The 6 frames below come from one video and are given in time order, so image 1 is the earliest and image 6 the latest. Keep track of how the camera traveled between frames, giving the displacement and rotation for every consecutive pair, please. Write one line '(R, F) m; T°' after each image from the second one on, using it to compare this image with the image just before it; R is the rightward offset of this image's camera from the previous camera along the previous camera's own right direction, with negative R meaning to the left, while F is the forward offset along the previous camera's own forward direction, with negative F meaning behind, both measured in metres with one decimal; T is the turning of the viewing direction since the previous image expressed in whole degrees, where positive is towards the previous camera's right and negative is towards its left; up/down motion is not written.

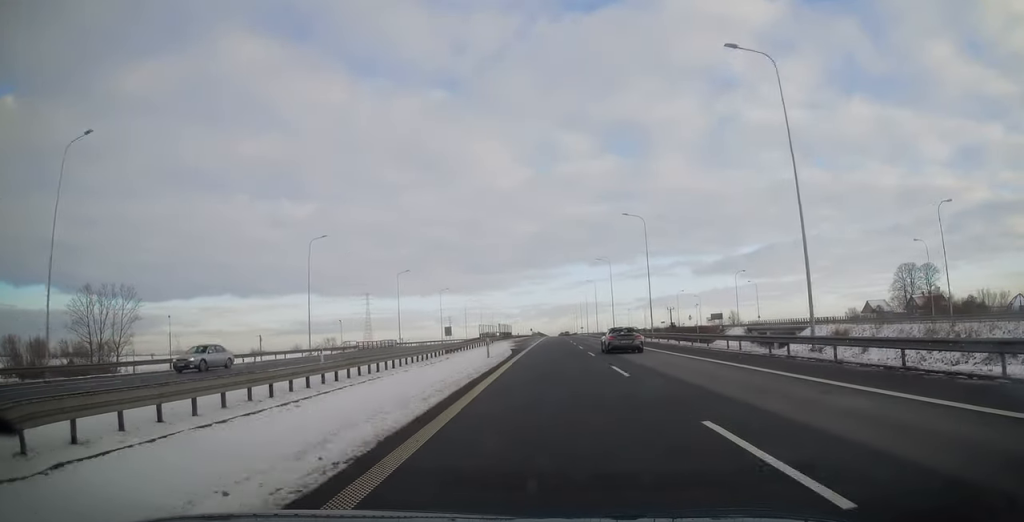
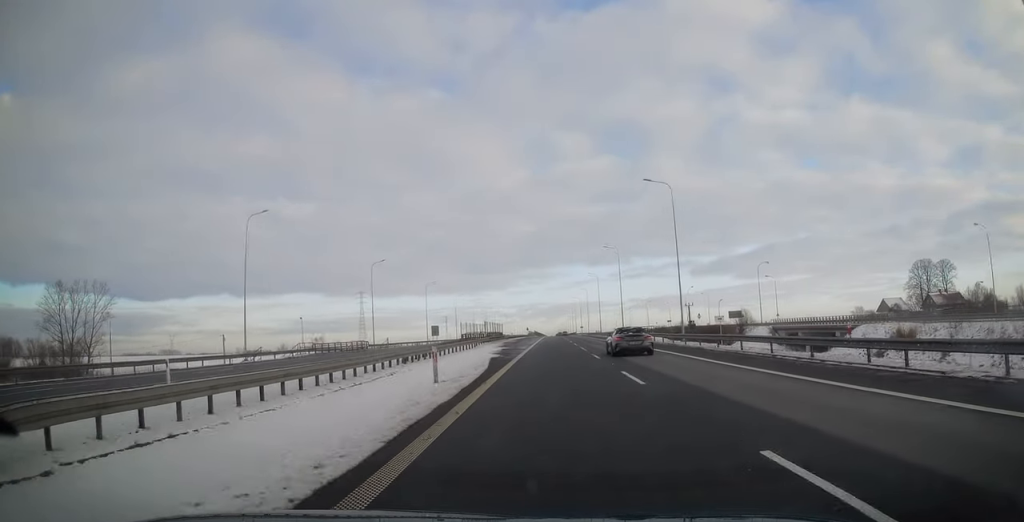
(0.0, +14.0) m; 0°
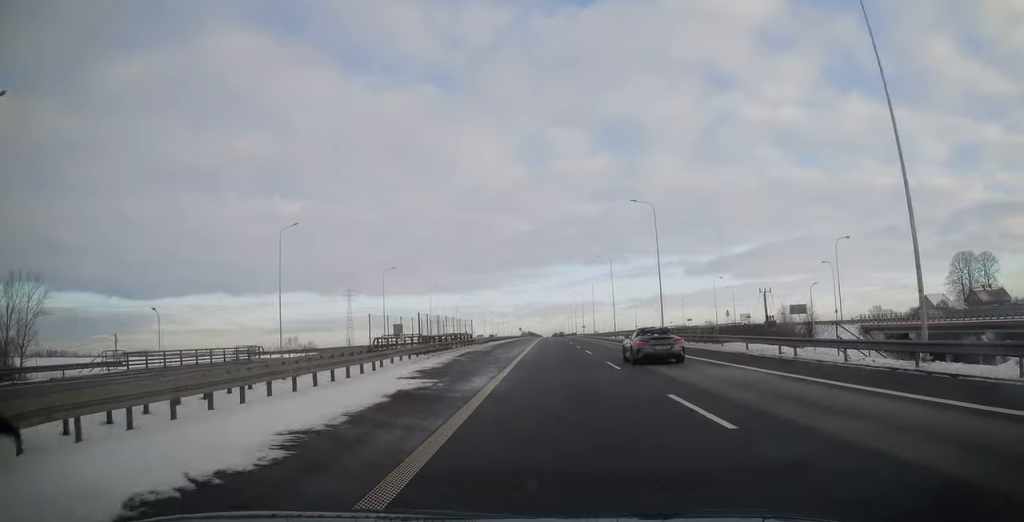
(0.0, +30.2) m; +1°
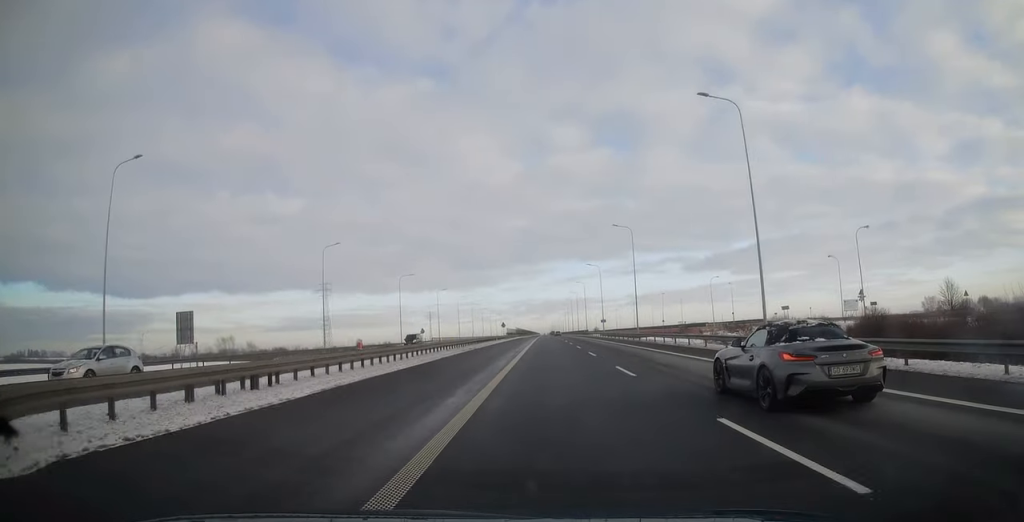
(0.0, +62.7) m; 0°
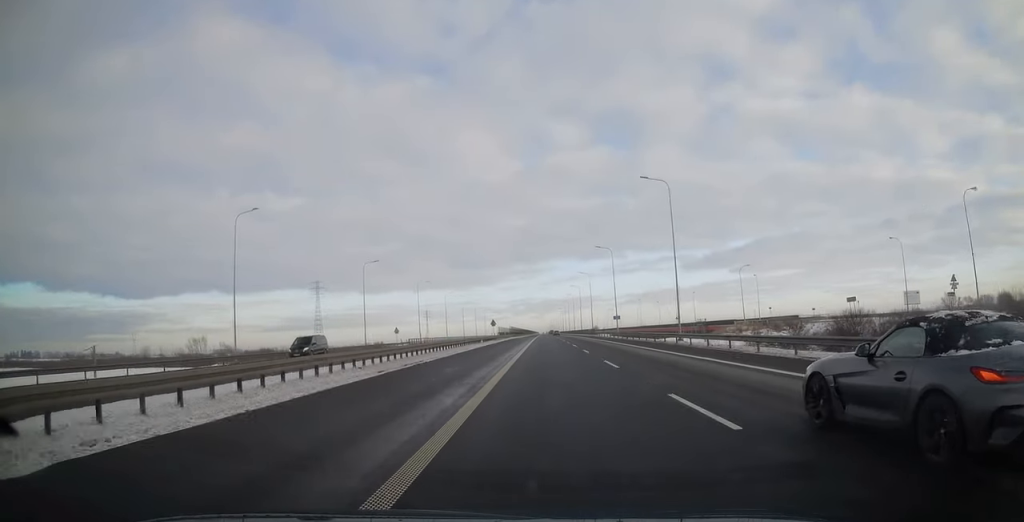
(+0.3, +20.7) m; 0°
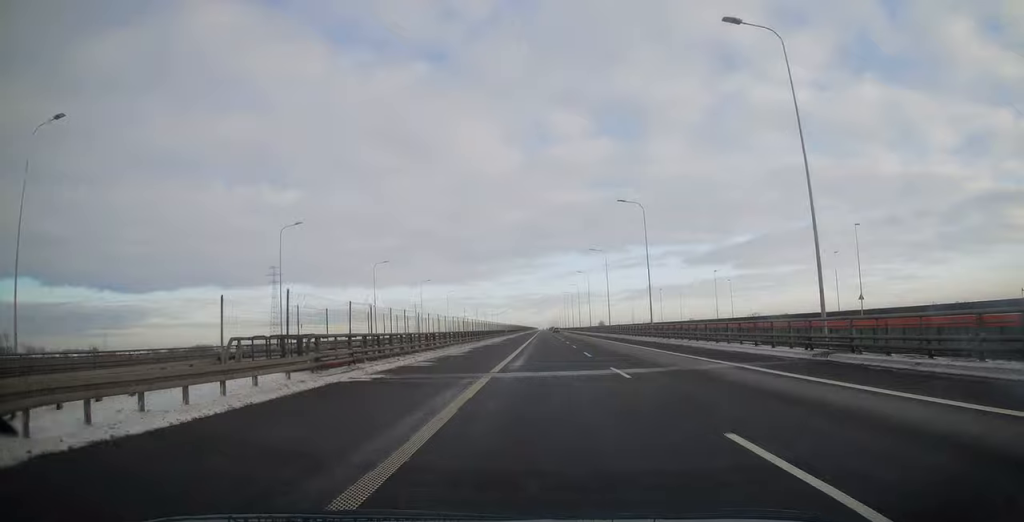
(+0.6, +99.7) m; 0°
